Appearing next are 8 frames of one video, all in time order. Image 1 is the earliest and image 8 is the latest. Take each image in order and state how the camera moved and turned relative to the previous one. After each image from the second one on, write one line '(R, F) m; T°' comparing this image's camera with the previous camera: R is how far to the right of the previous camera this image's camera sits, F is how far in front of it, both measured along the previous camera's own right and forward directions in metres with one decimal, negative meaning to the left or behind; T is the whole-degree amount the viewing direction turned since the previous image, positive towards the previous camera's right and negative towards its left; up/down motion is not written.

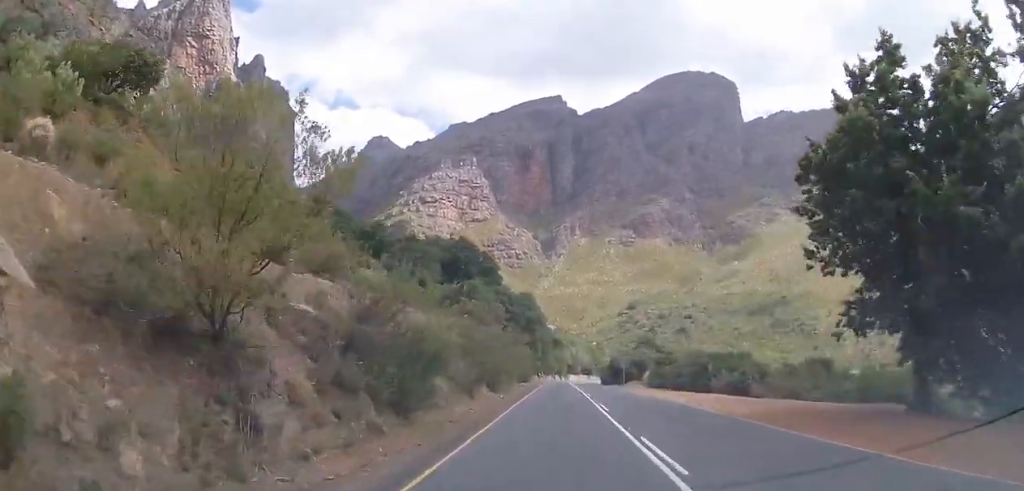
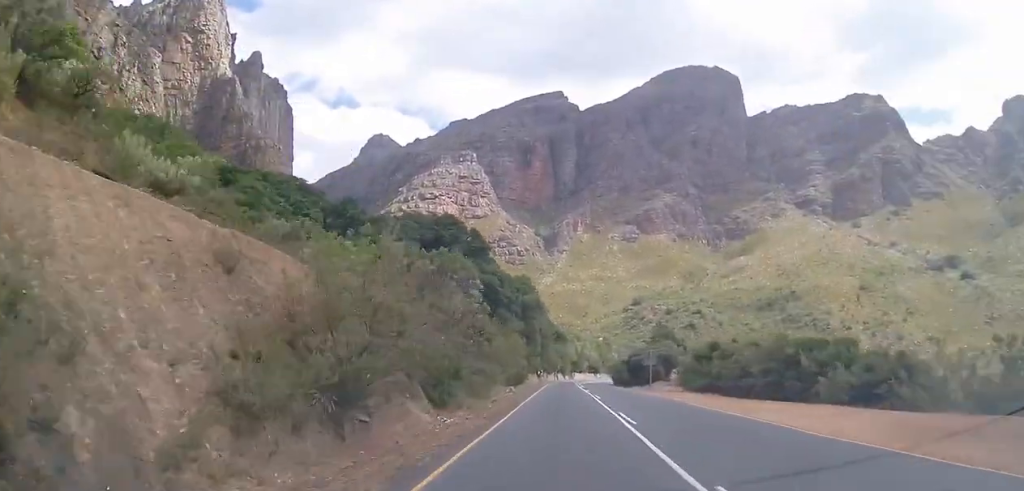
(0.0, +17.6) m; 0°
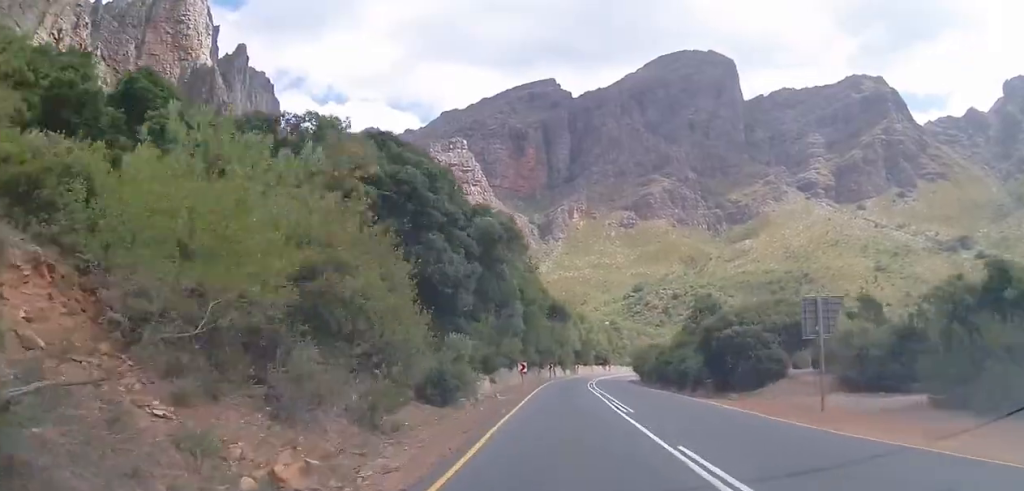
(0.0, +34.2) m; -1°
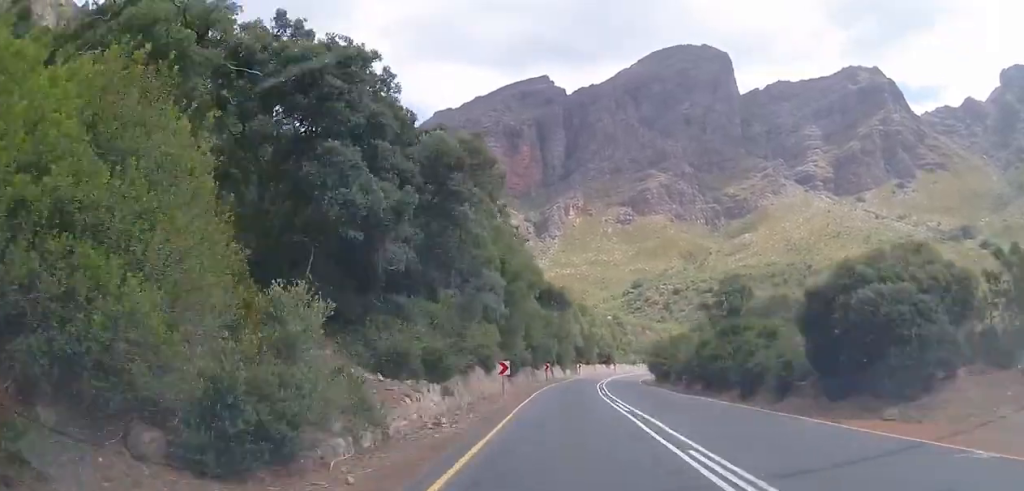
(-0.3, +13.3) m; +1°
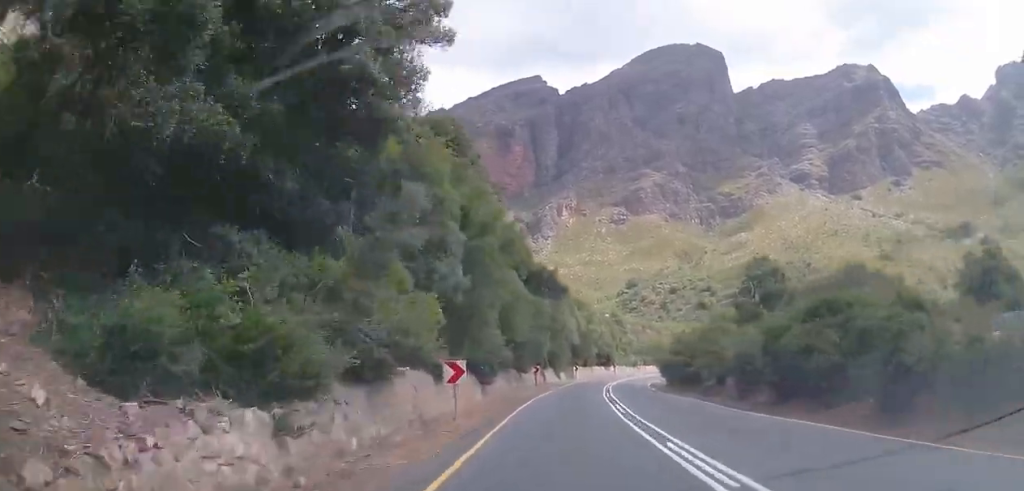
(-0.2, +11.7) m; +1°
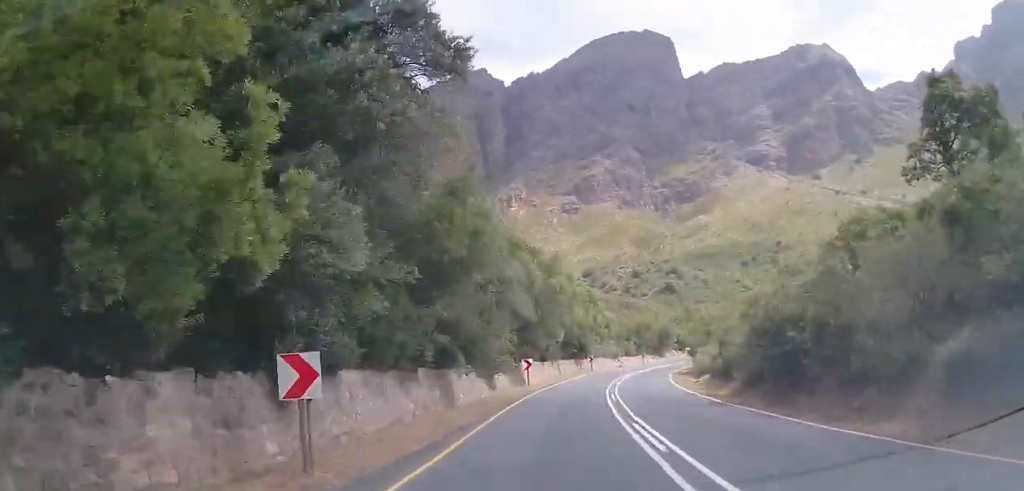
(+1.4, +34.8) m; +3°
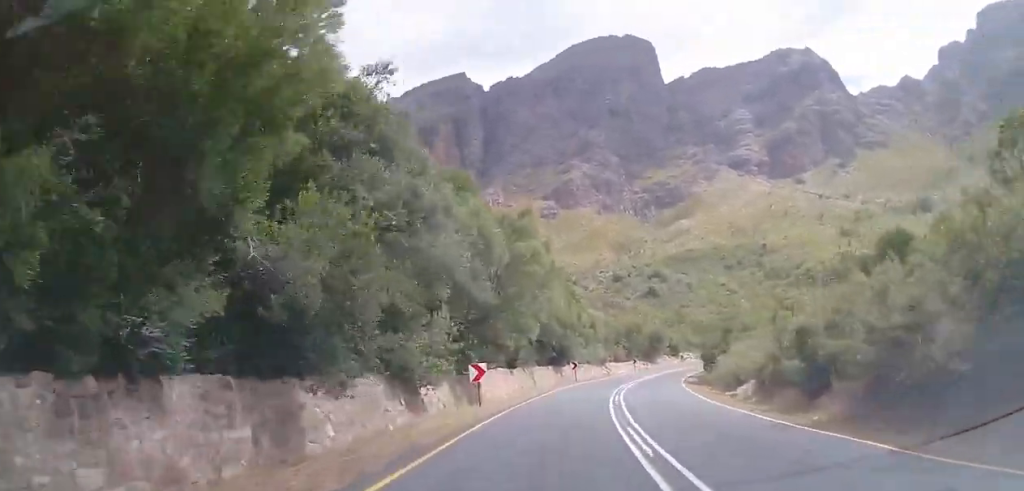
(+0.2, +12.9) m; +2°
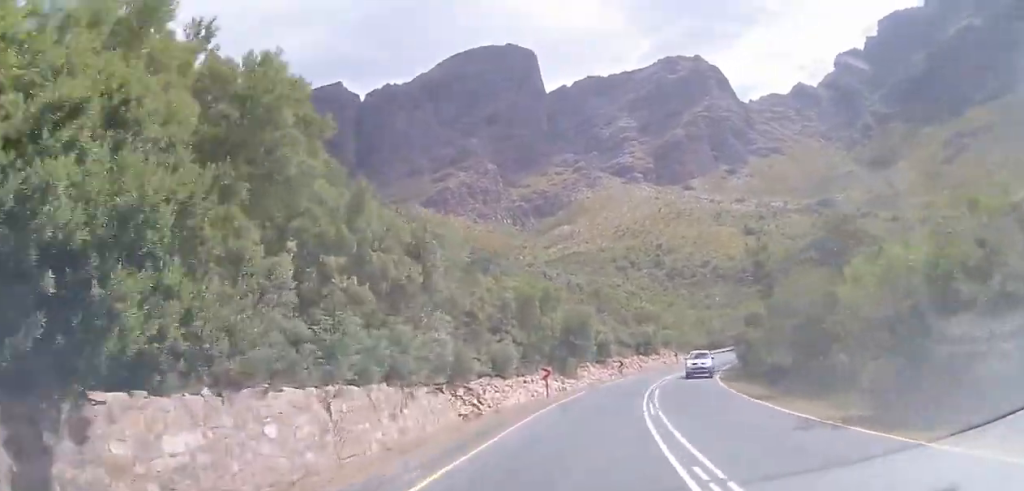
(+5.8, +43.0) m; +17°
